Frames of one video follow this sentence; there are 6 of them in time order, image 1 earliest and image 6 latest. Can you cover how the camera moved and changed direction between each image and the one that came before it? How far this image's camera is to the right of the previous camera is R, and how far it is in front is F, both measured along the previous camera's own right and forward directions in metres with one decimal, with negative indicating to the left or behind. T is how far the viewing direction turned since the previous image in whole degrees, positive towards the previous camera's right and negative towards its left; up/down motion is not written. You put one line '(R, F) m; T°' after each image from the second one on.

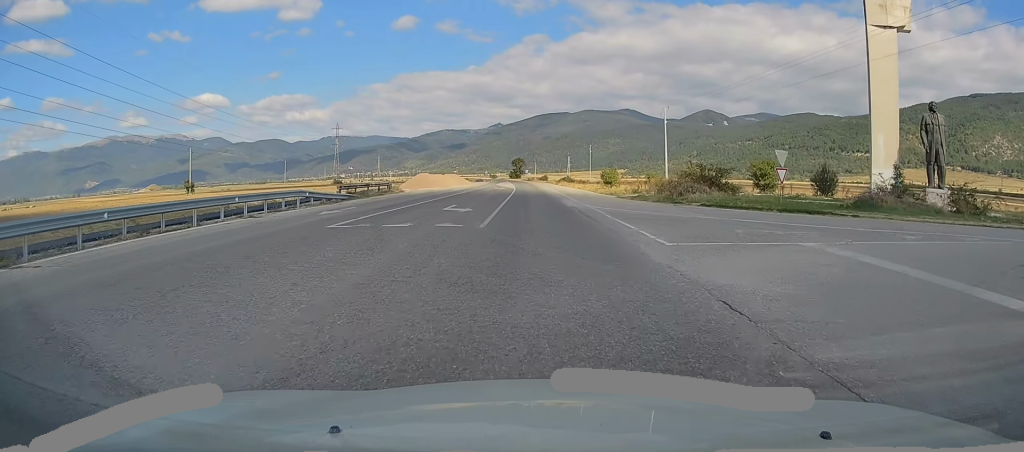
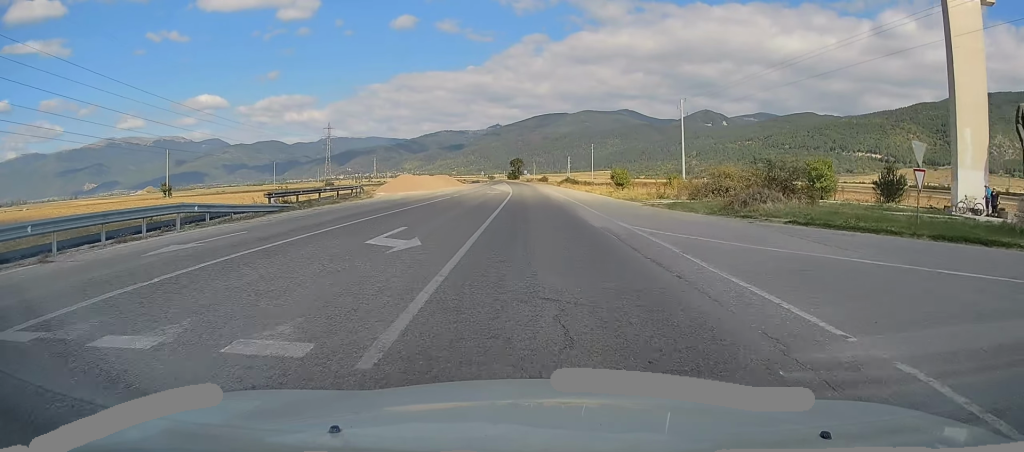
(0.0, +10.8) m; 0°
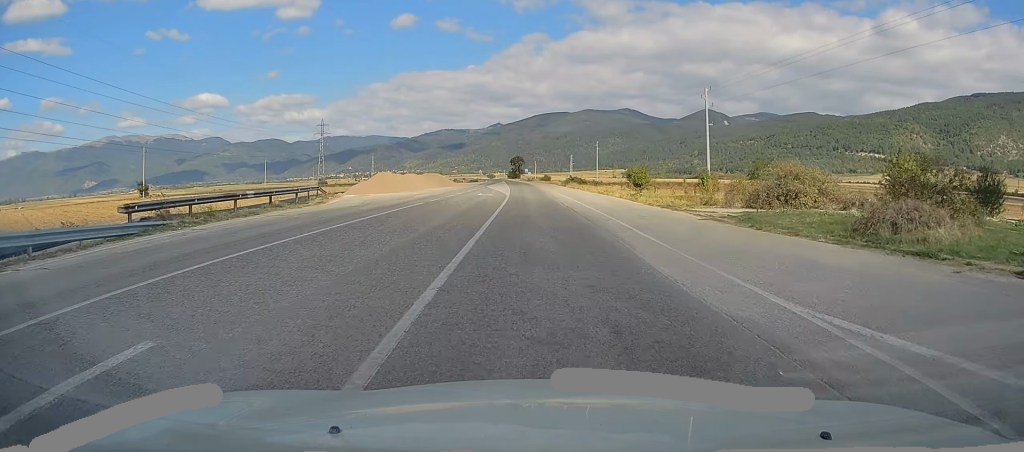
(0.0, +10.8) m; 0°
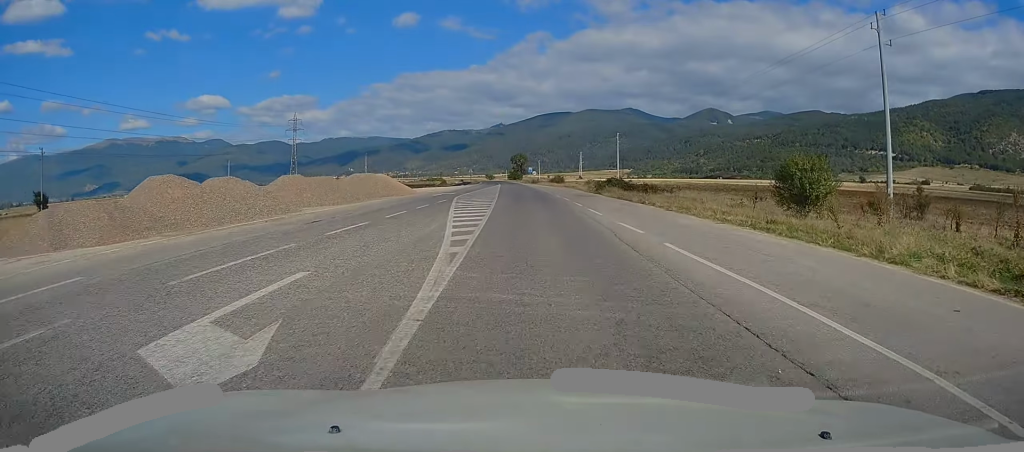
(0.0, +36.2) m; 0°
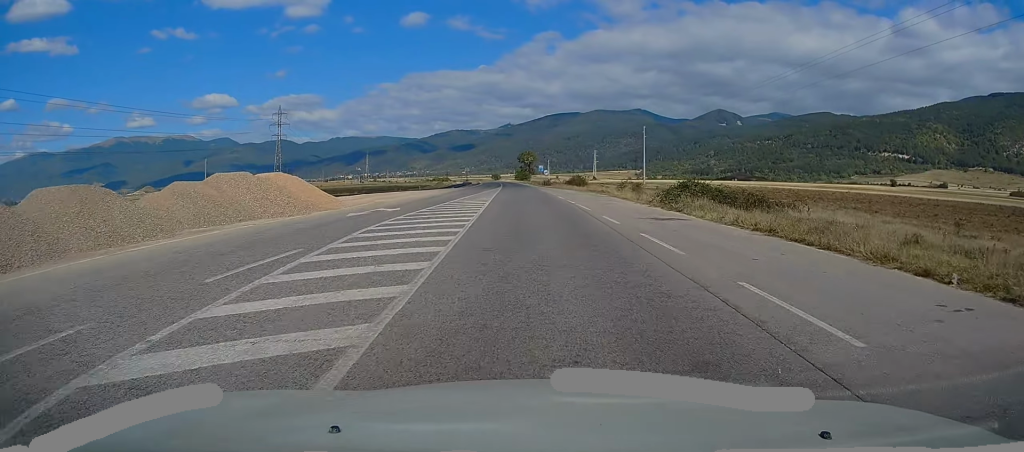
(-0.2, +23.2) m; -1°
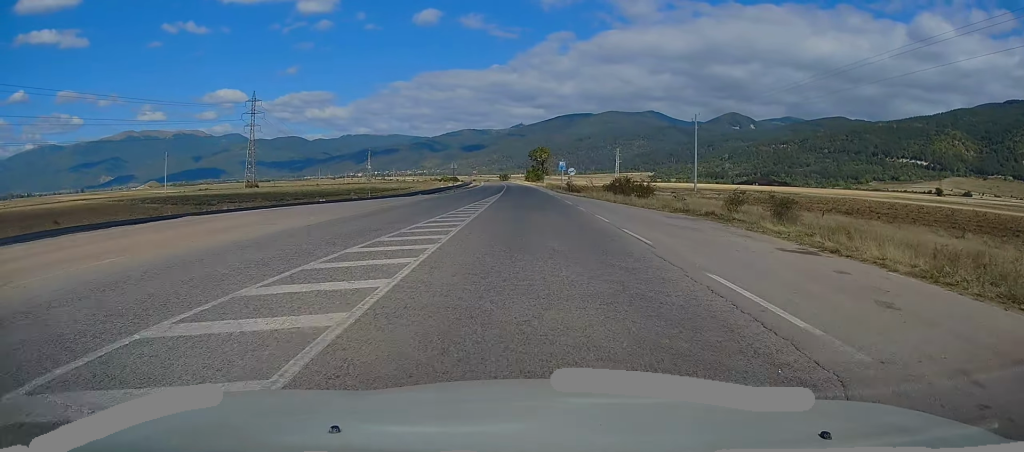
(-0.2, +30.7) m; -1°
